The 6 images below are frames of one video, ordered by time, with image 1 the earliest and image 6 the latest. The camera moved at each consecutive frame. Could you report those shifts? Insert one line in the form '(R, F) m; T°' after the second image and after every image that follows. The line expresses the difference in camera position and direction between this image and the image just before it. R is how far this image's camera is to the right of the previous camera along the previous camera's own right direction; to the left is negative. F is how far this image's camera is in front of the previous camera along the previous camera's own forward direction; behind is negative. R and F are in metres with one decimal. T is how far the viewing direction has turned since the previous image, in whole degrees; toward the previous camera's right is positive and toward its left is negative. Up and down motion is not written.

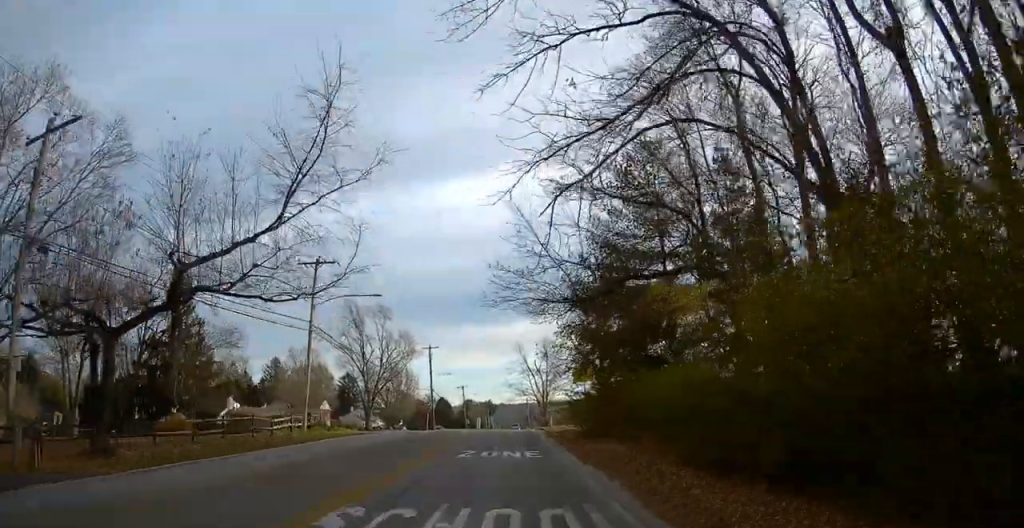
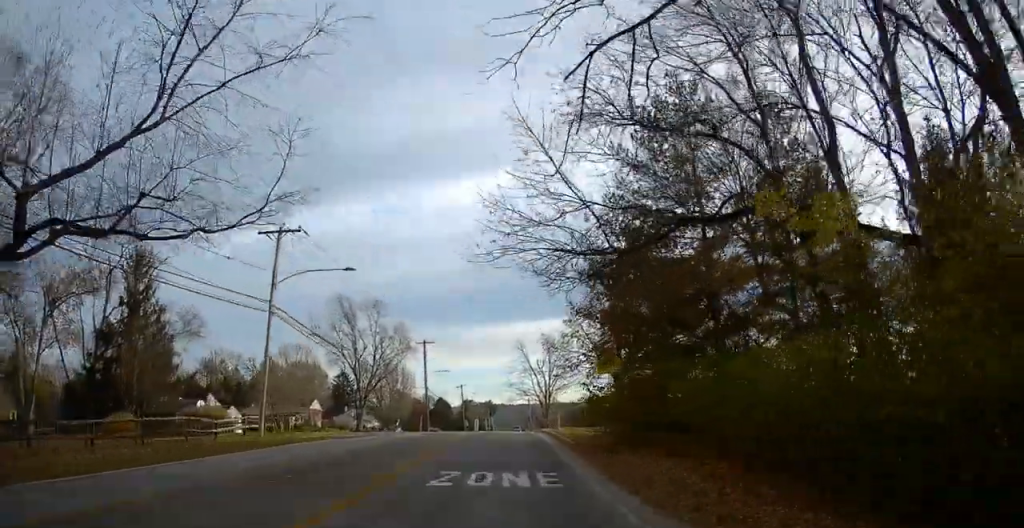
(+0.1, +7.3) m; +1°
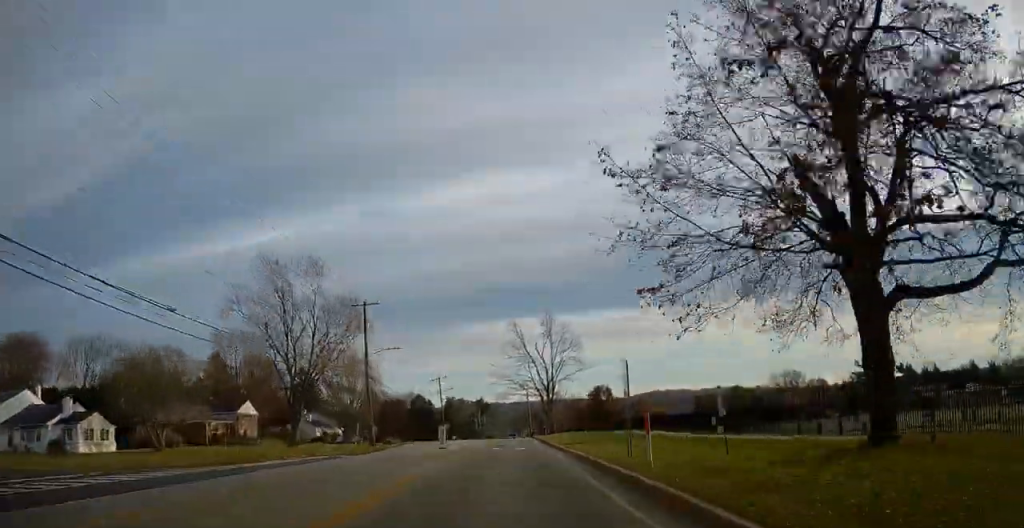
(+0.1, +31.5) m; -1°
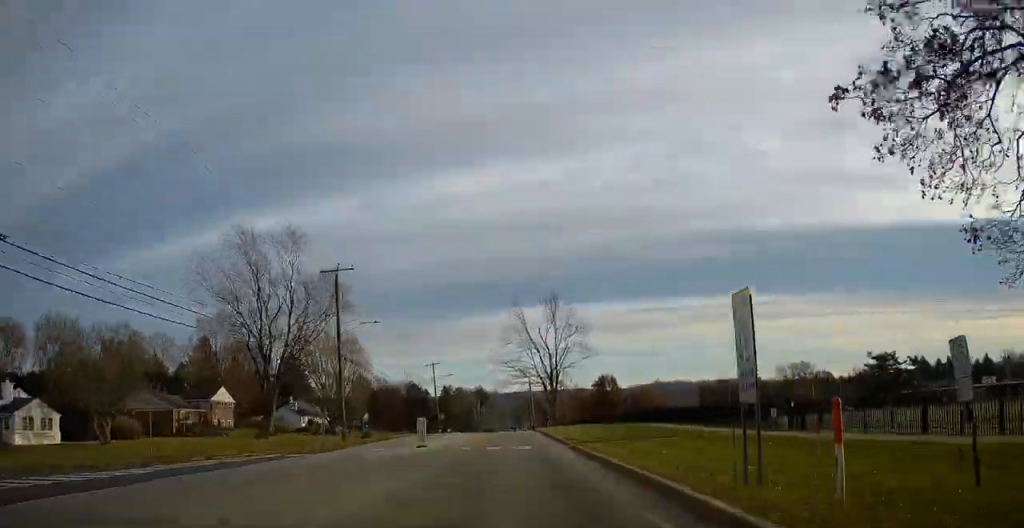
(-0.1, +9.1) m; +1°
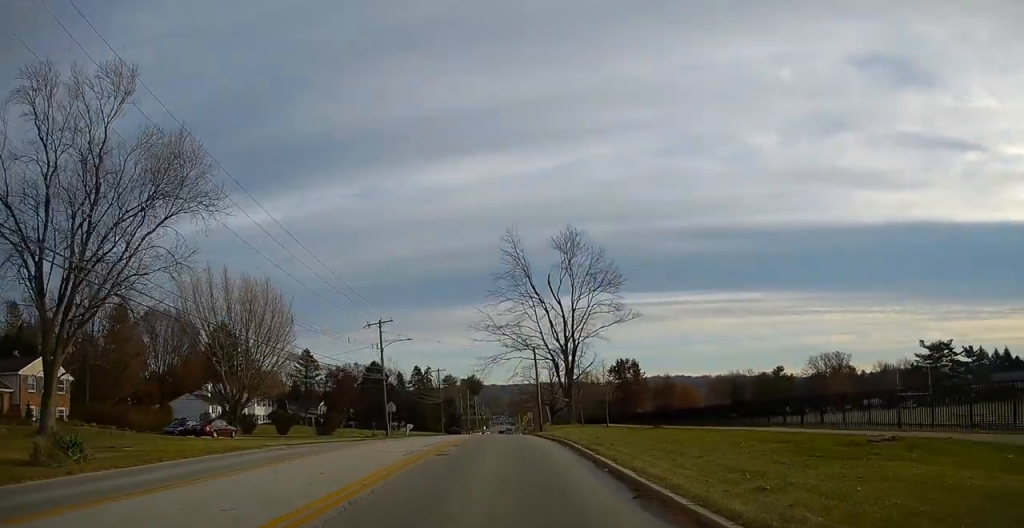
(+0.4, +37.0) m; 0°
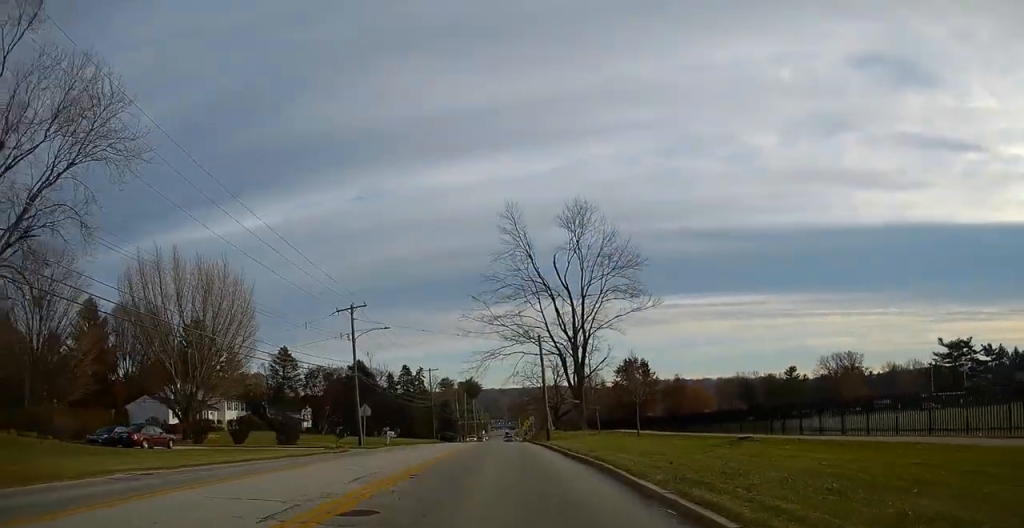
(0.0, +11.0) m; 0°
